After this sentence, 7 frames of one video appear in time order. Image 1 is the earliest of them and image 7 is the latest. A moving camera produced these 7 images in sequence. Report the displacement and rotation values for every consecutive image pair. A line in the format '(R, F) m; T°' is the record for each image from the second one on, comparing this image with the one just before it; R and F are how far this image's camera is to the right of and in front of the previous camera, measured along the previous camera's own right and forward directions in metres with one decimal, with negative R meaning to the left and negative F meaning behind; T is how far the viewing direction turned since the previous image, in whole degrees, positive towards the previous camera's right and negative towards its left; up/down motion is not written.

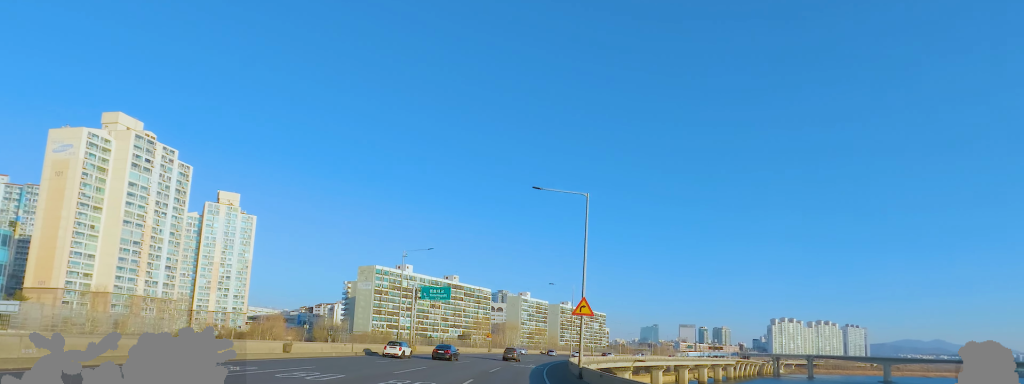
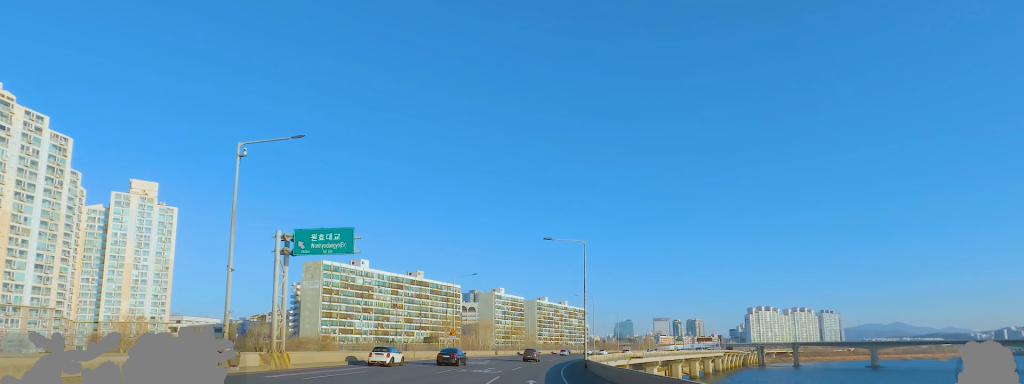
(+1.1, +31.2) m; +4°
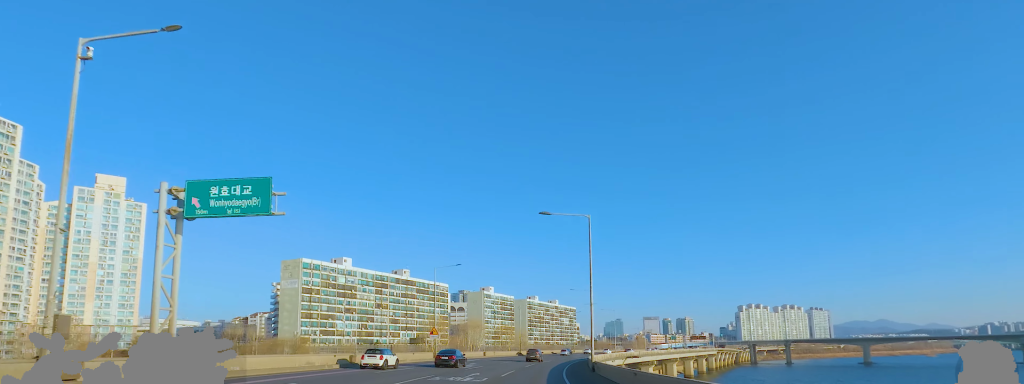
(+0.1, +8.9) m; +1°
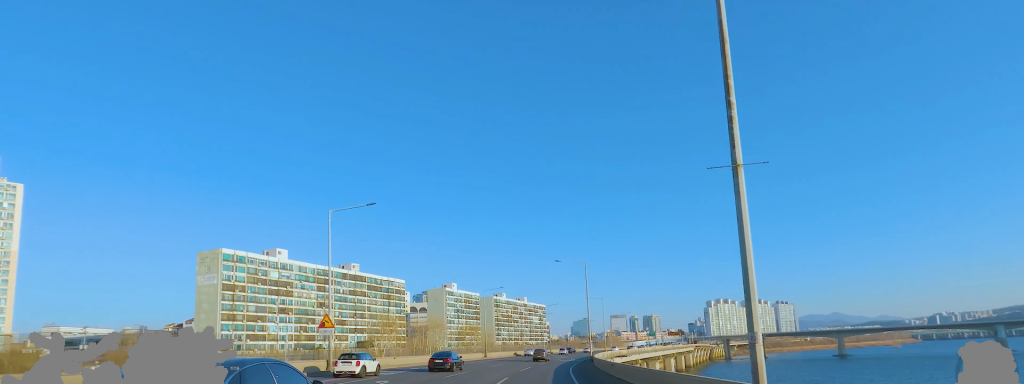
(+0.4, +27.8) m; +5°
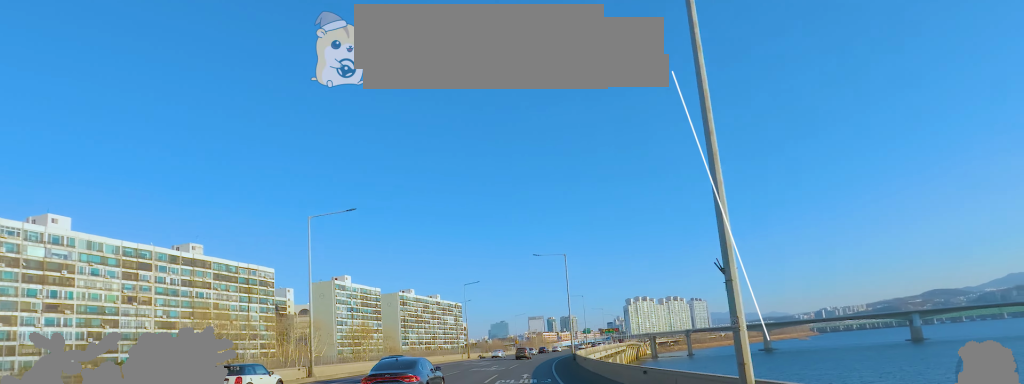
(+5.1, +49.2) m; +8°
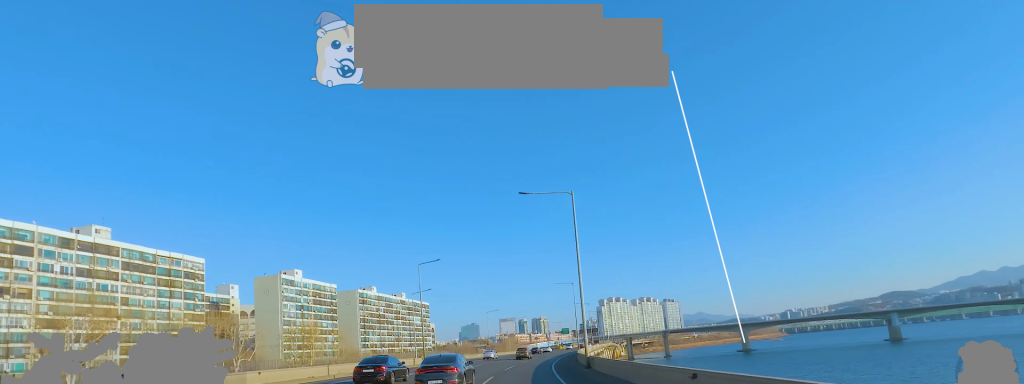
(0.0, +22.2) m; +3°
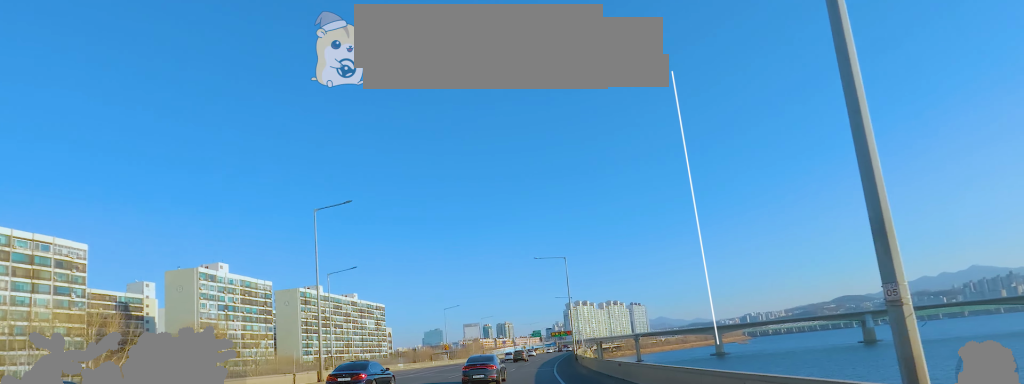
(+1.7, +26.7) m; +6°
